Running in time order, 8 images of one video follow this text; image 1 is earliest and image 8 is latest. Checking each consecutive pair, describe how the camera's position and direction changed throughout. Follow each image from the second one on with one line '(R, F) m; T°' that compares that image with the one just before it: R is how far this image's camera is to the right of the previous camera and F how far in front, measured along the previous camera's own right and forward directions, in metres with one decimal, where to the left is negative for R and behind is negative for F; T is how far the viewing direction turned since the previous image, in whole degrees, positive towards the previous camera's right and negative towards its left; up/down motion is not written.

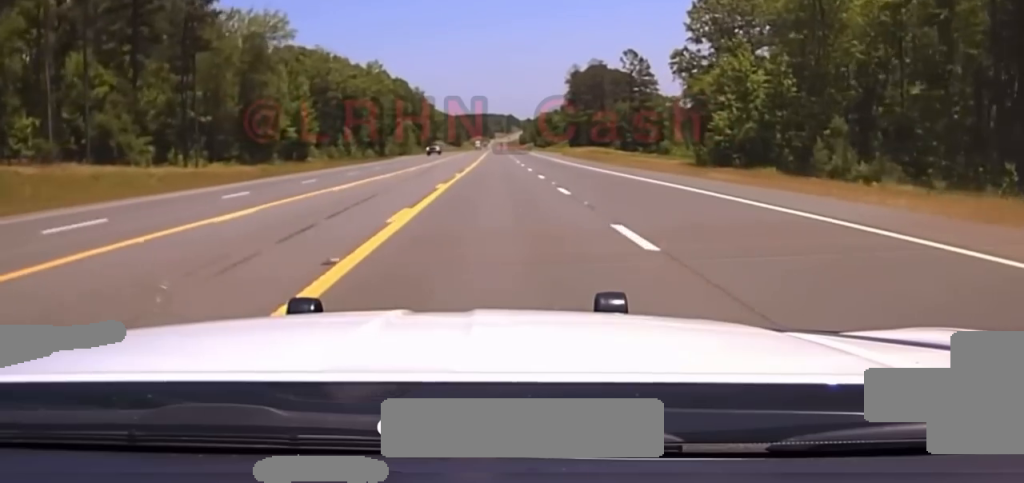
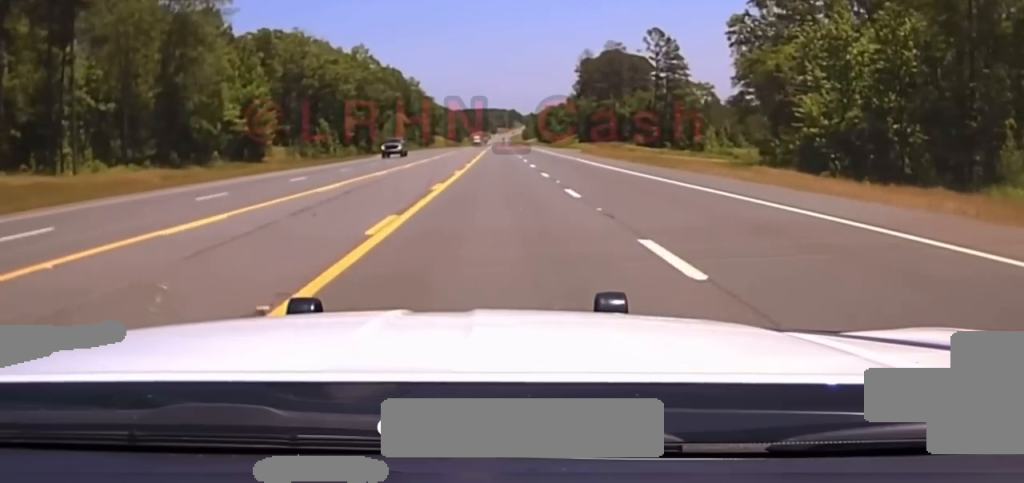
(+0.1, +26.8) m; 0°
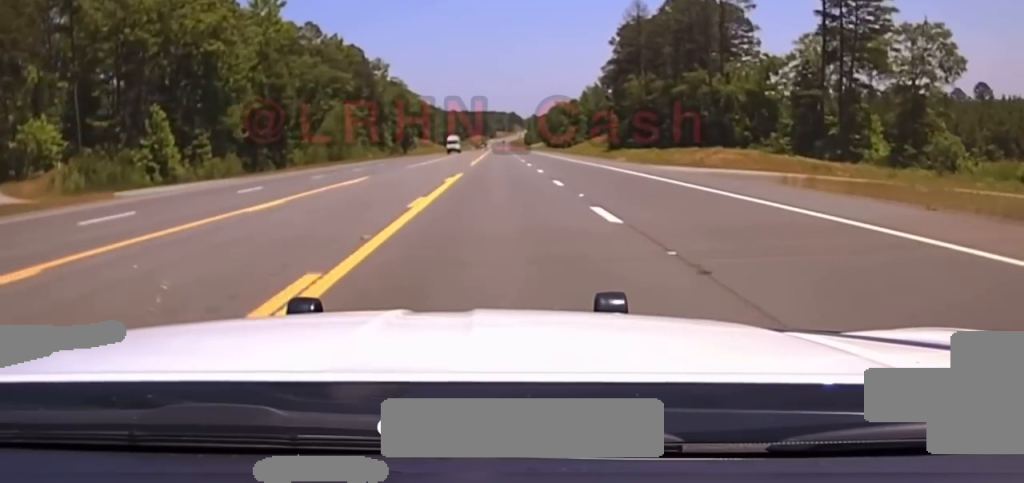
(-1.0, +72.5) m; 0°
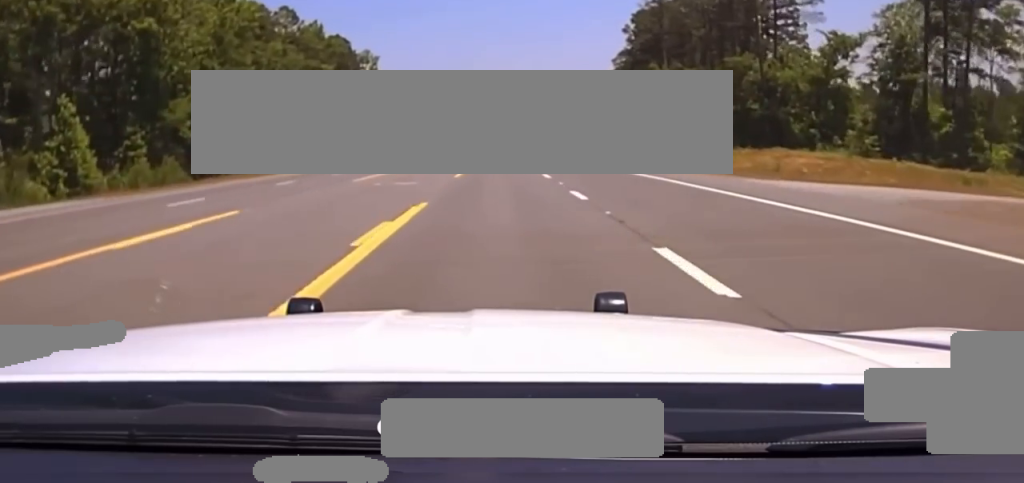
(+0.2, +18.5) m; 0°
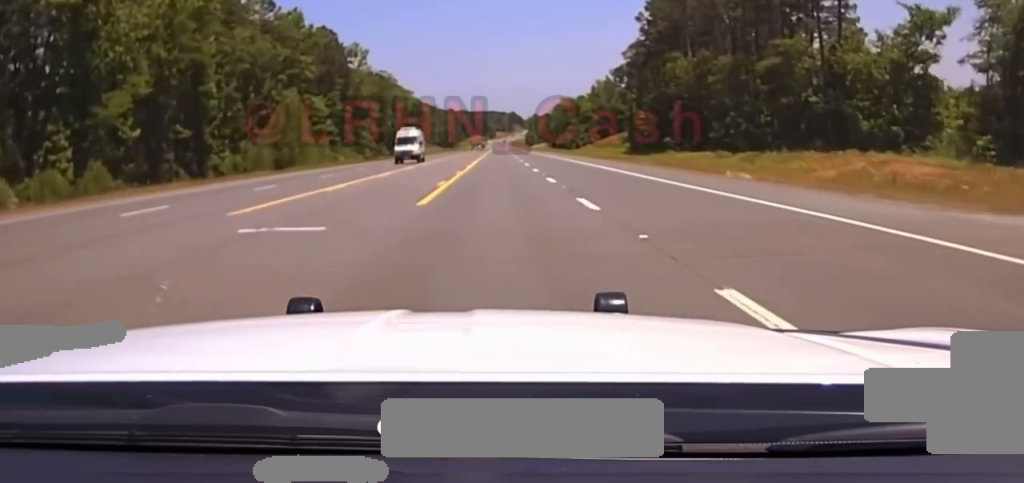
(0.0, +15.1) m; 0°
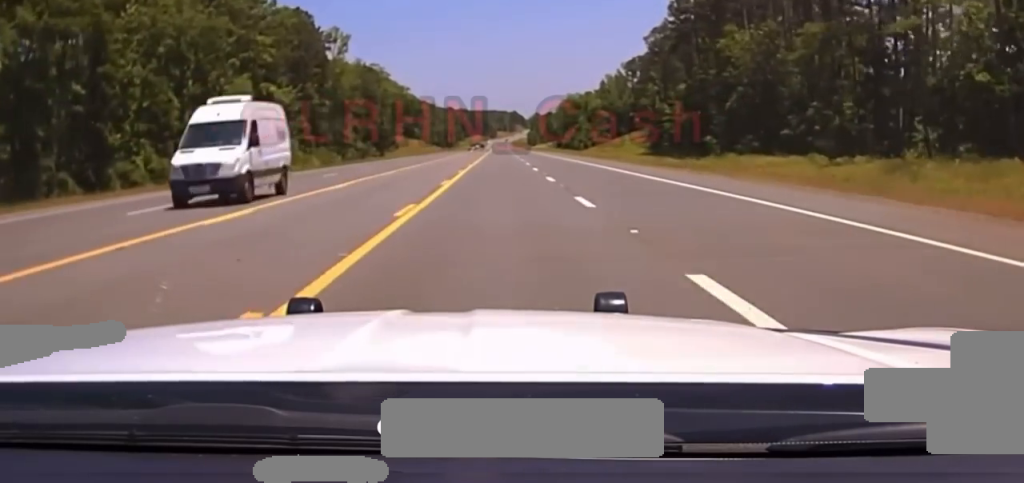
(-0.3, +24.3) m; 0°
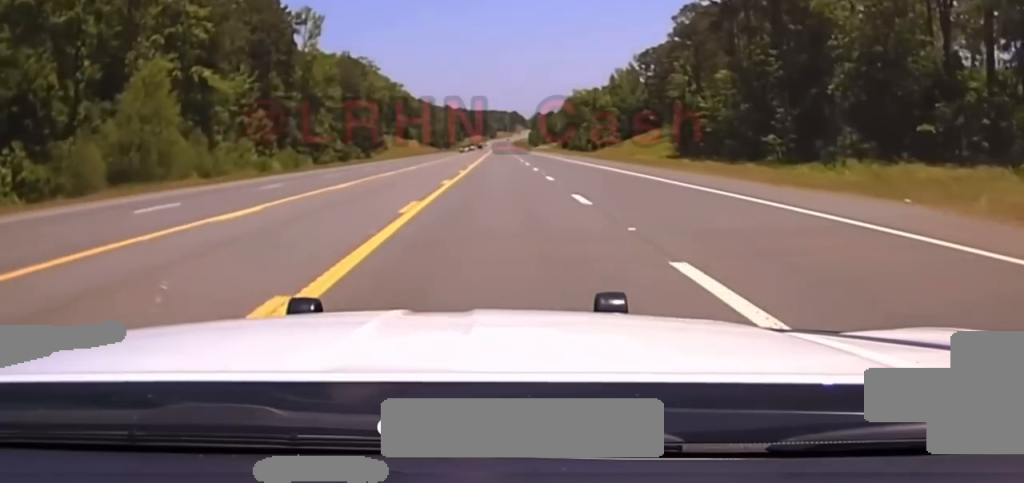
(+0.1, +25.7) m; +1°
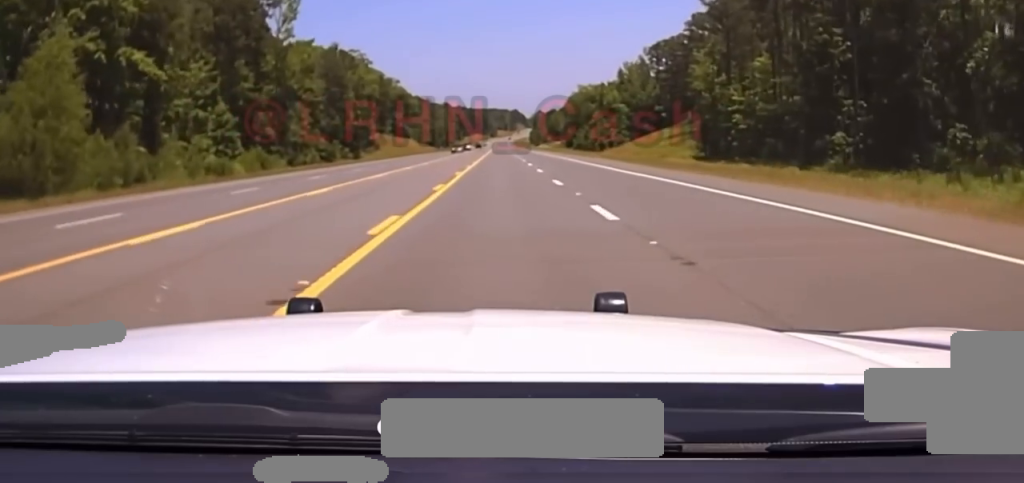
(+0.1, +18.5) m; 0°
